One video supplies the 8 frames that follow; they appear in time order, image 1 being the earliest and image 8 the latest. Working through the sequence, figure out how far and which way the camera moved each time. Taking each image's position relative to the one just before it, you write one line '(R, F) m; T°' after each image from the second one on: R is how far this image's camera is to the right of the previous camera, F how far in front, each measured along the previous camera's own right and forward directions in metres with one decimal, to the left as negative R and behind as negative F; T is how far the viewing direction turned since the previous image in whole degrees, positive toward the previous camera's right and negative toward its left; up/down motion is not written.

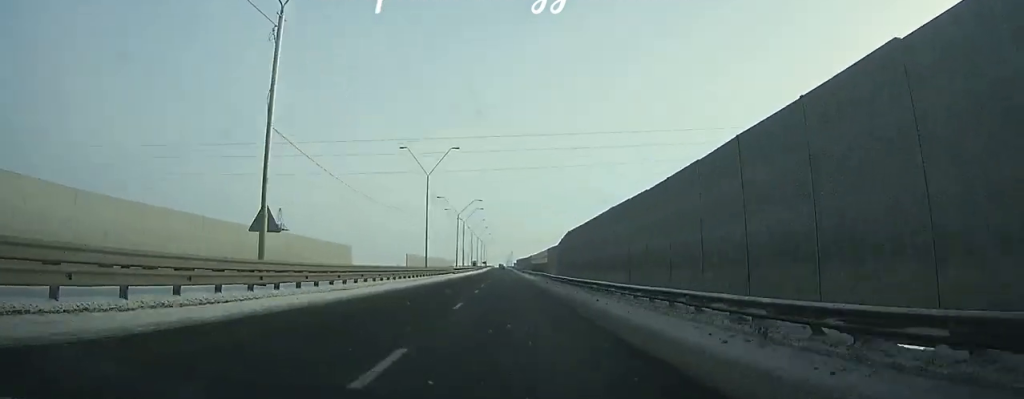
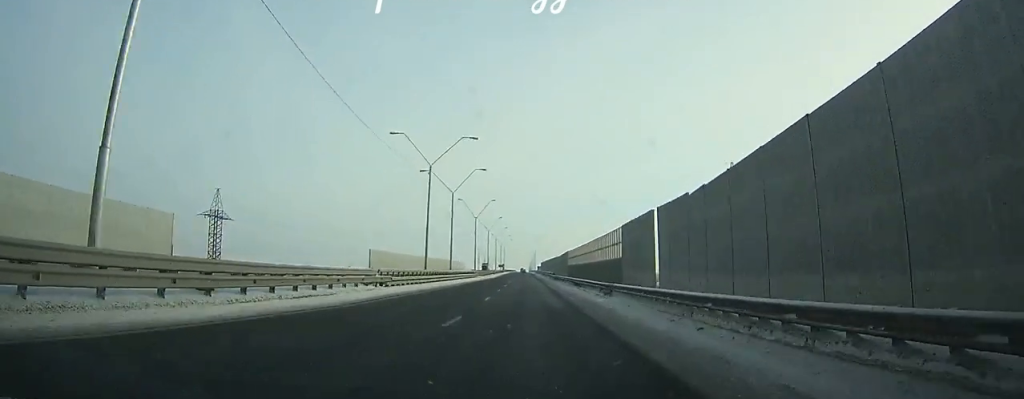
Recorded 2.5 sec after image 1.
(-0.6, +56.4) m; -1°
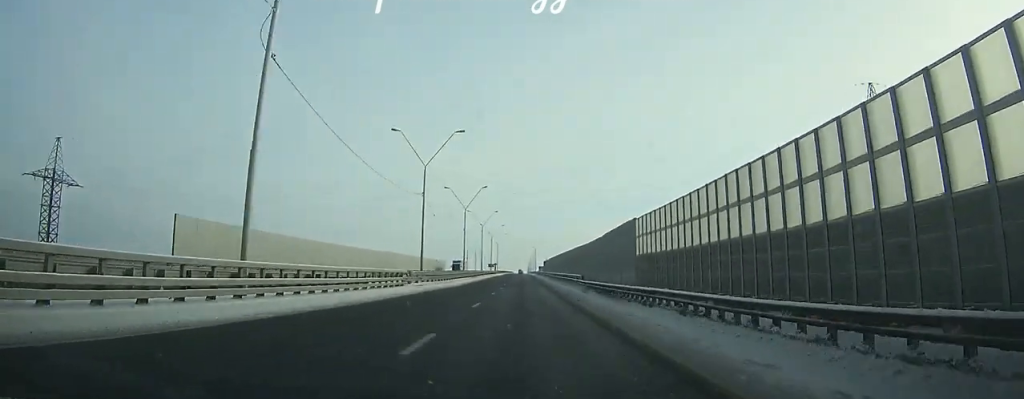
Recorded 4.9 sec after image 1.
(0.0, +55.6) m; 0°
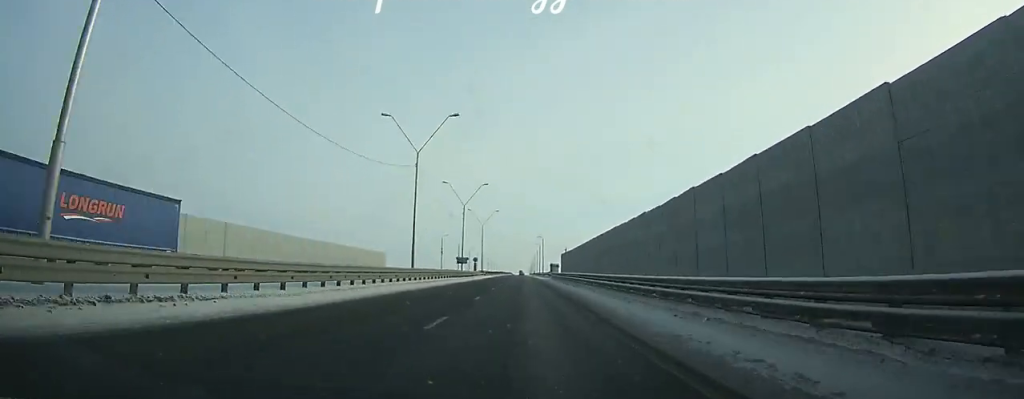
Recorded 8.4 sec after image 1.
(-0.4, +83.2) m; -1°
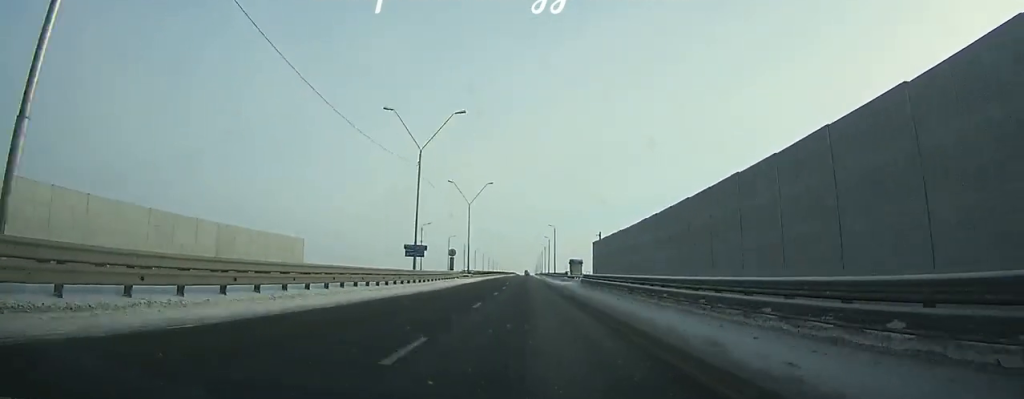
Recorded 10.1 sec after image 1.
(-0.1, +41.0) m; 0°
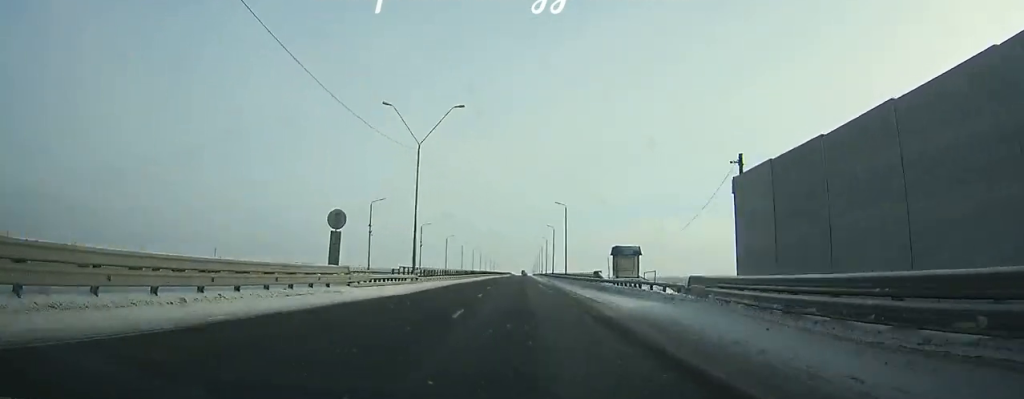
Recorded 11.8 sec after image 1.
(0.0, +41.5) m; 0°
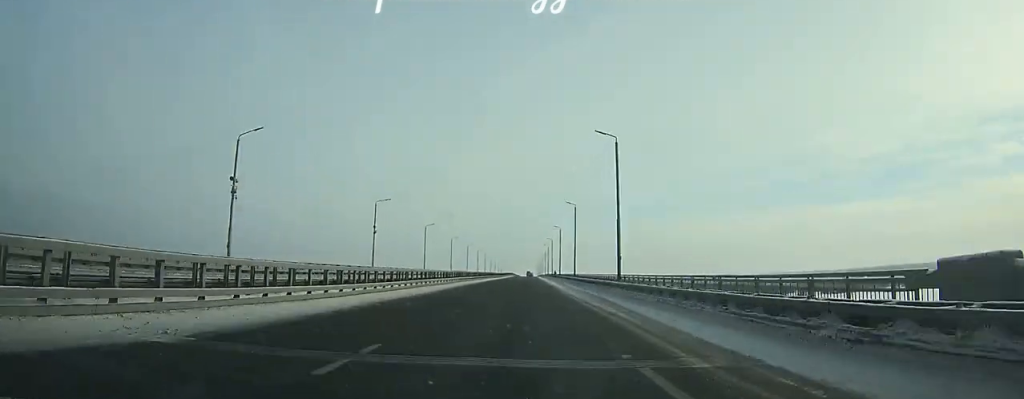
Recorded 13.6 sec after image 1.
(0.0, +44.3) m; 0°
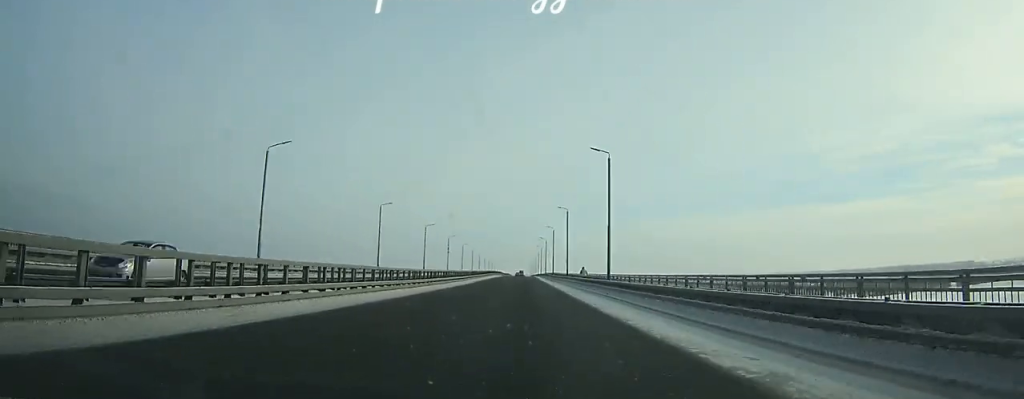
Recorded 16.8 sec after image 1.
(+0.3, +80.4) m; 0°
